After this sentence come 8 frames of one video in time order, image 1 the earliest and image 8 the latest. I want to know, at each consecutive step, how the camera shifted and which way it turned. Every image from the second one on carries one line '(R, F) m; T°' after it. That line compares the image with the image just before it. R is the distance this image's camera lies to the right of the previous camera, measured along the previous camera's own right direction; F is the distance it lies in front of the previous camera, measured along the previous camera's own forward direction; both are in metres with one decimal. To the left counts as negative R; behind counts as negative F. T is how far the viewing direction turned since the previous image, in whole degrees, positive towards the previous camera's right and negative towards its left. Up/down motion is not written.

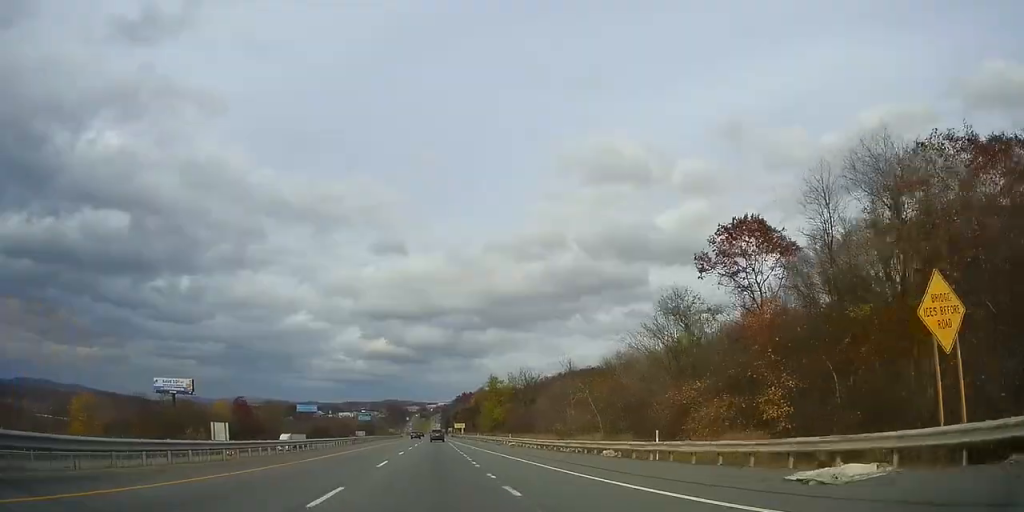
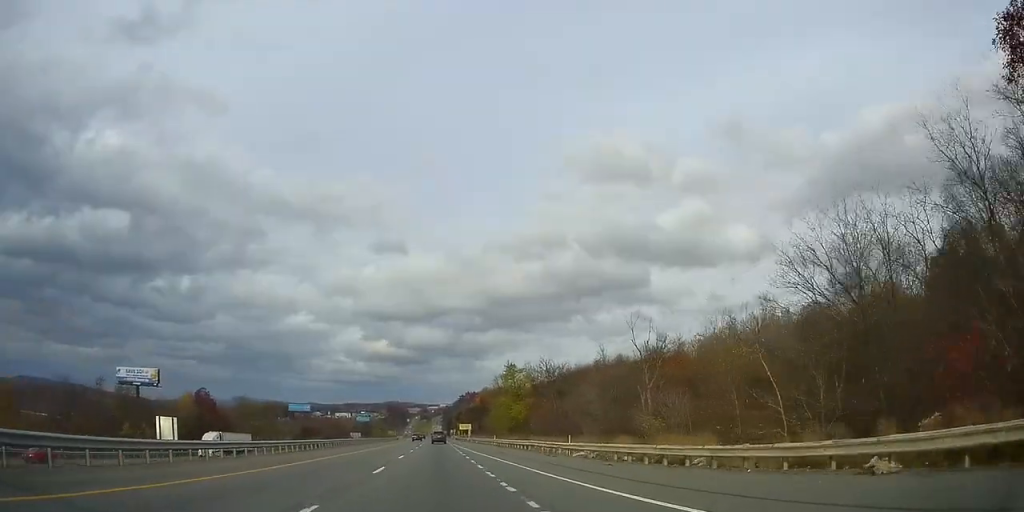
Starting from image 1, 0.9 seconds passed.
(-0.5, +27.1) m; 0°
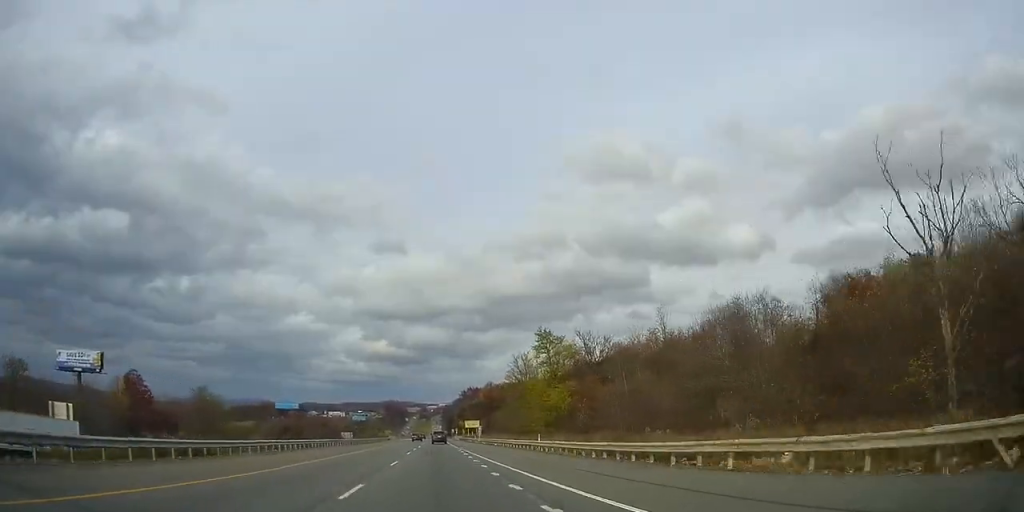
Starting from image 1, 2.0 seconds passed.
(+0.3, +32.0) m; 0°
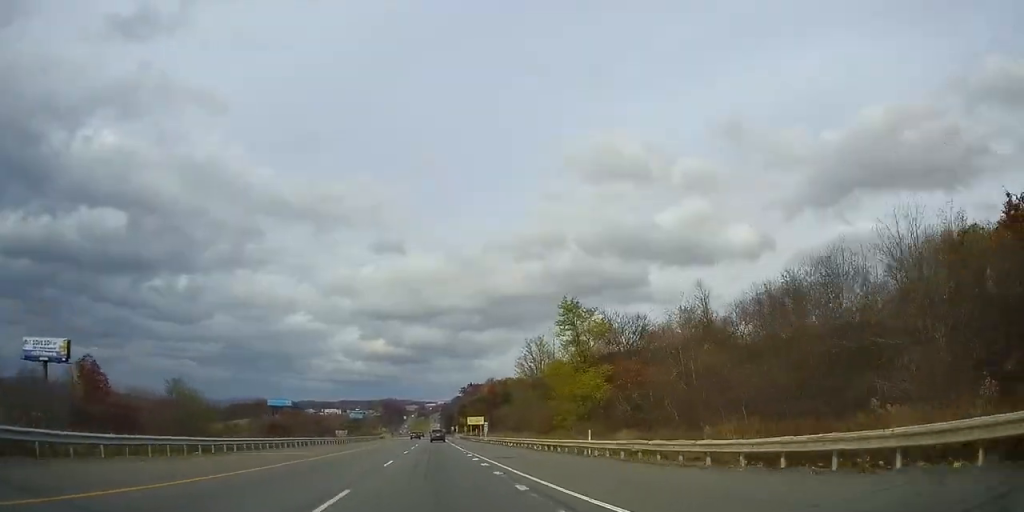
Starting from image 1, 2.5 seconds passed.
(-0.3, +14.4) m; 0°
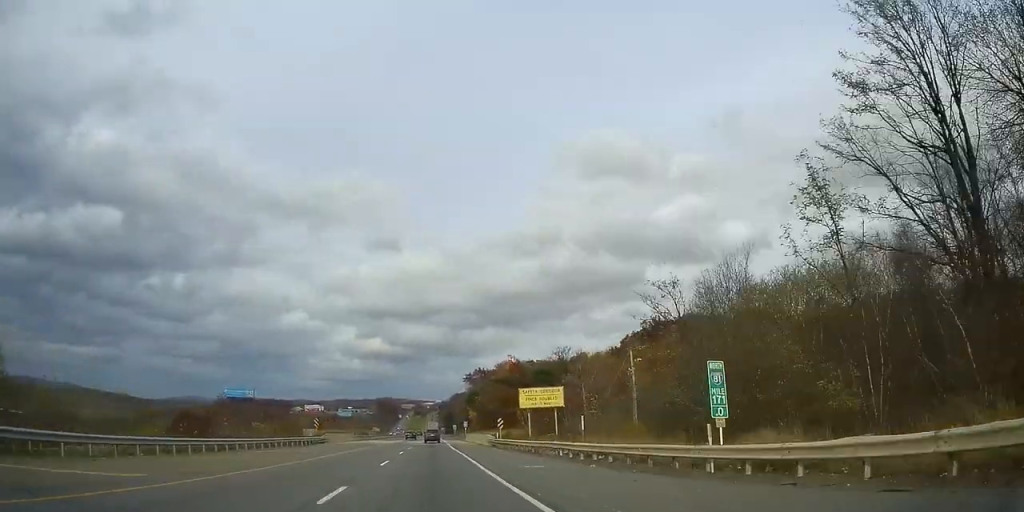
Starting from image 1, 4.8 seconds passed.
(-0.2, +70.7) m; 0°
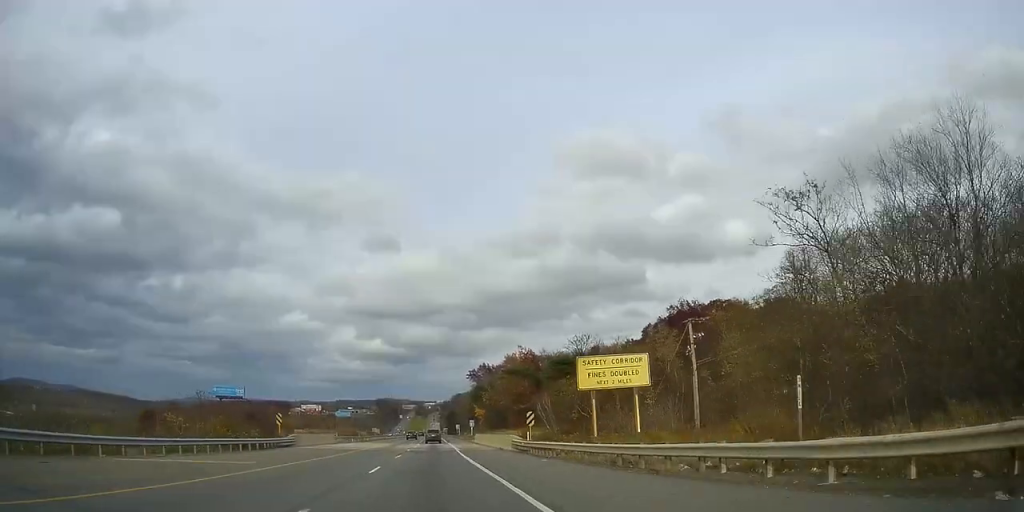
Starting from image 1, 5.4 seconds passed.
(+0.2, +16.4) m; 0°
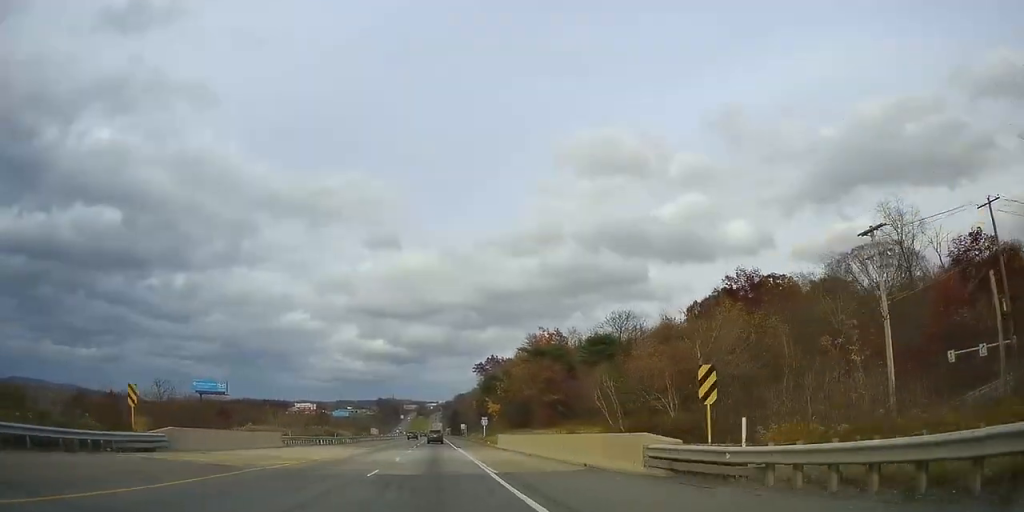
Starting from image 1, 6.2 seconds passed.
(+0.1, +25.4) m; 0°
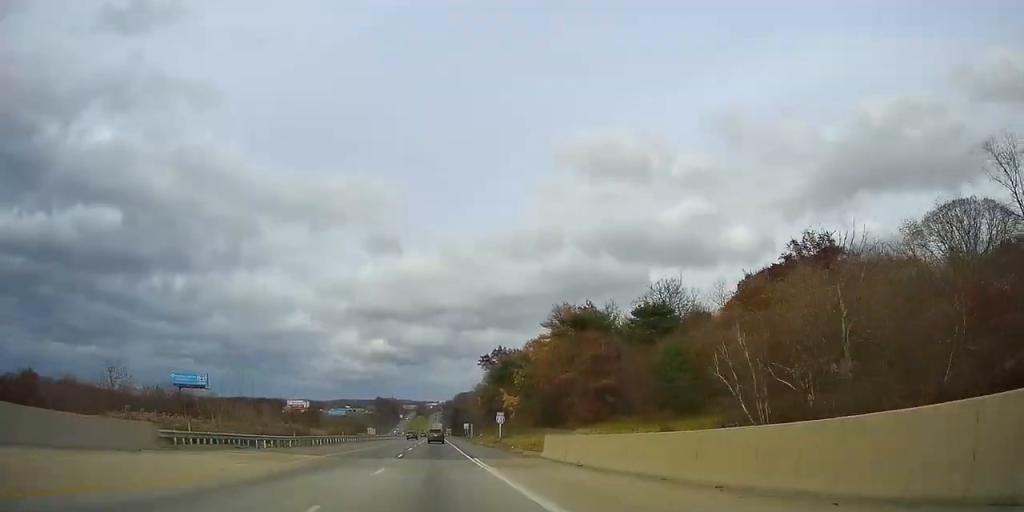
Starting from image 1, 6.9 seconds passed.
(-0.1, +21.4) m; -1°
